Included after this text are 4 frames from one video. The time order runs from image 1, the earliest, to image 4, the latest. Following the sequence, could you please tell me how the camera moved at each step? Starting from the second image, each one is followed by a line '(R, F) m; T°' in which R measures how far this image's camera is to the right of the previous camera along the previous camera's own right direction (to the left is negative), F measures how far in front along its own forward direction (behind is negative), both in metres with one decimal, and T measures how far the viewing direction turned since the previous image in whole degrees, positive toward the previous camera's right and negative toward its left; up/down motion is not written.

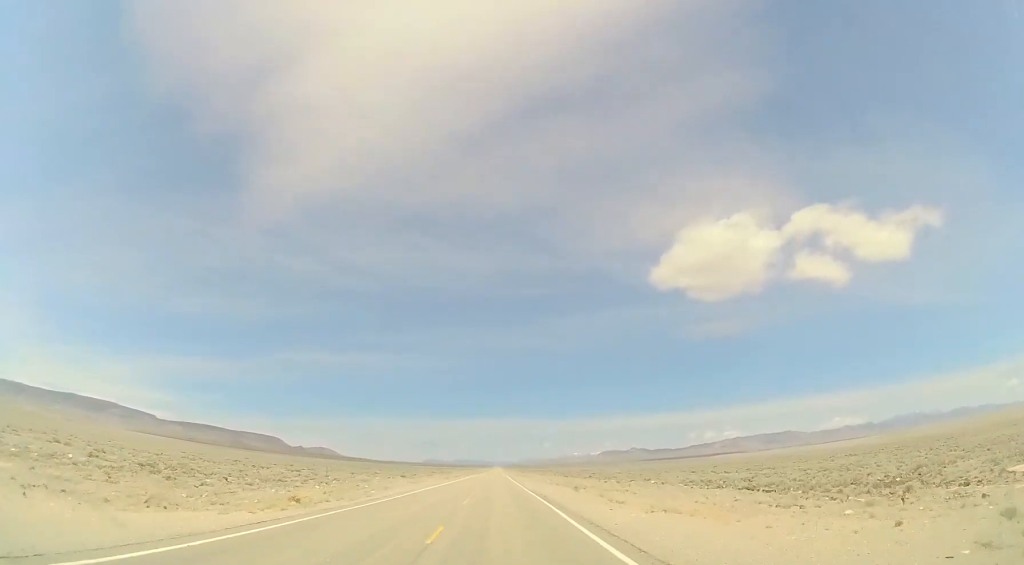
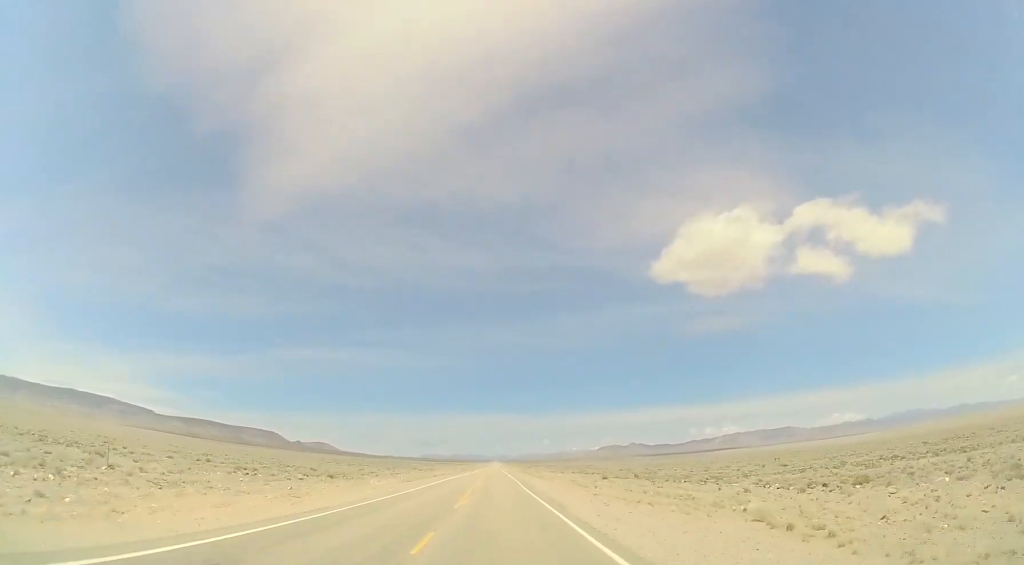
(+0.2, +38.0) m; 0°
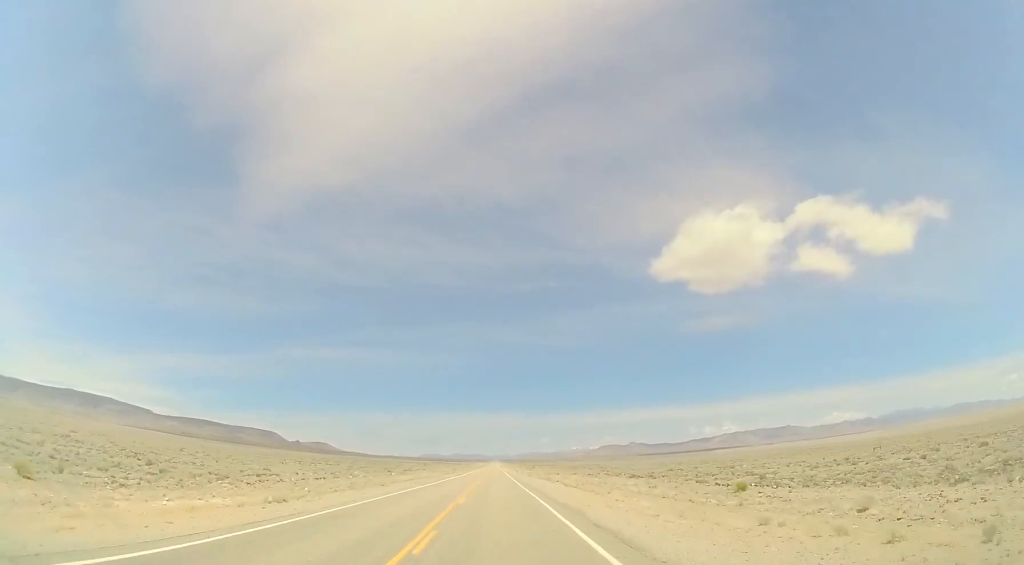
(-0.1, +37.1) m; -1°
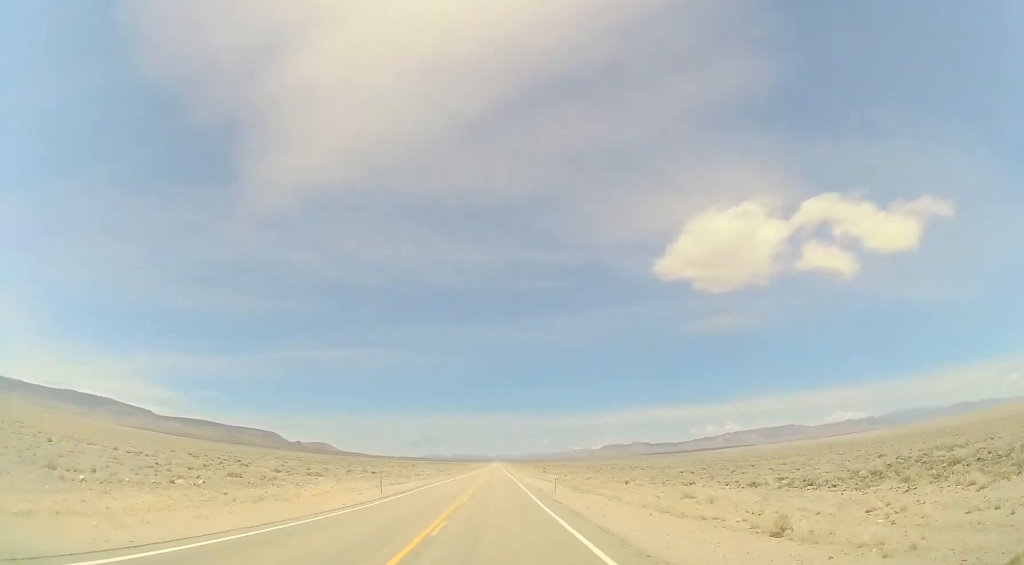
(-0.5, +57.9) m; 0°
